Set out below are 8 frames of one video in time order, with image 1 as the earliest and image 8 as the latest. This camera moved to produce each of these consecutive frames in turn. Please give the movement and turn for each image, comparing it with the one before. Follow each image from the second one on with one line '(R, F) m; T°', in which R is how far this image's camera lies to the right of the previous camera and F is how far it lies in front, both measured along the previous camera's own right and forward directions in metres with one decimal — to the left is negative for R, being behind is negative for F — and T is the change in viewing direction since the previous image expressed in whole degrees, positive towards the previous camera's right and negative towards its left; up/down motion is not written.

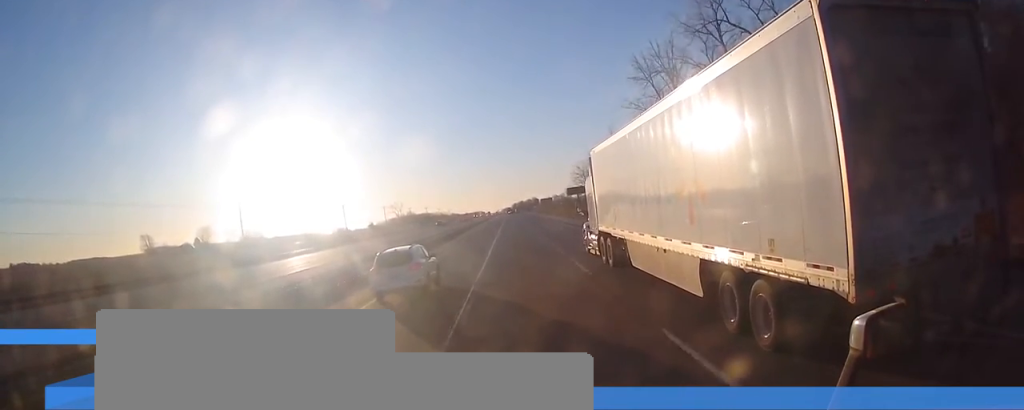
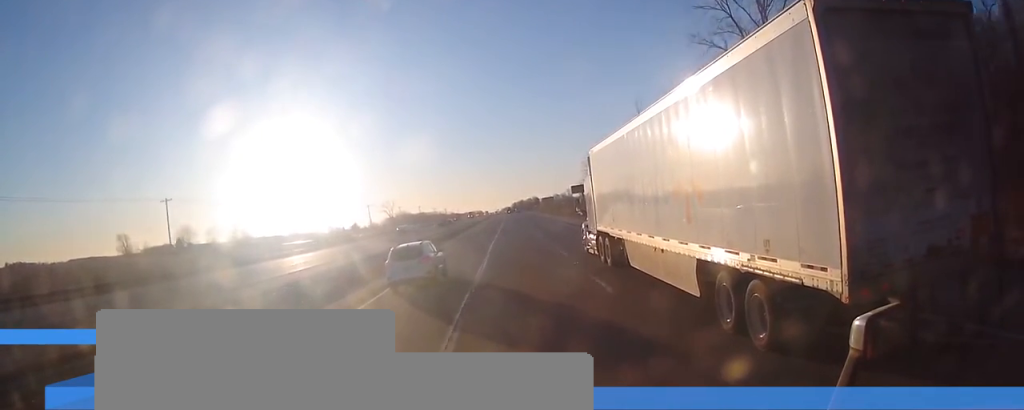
(0.0, +28.0) m; 0°
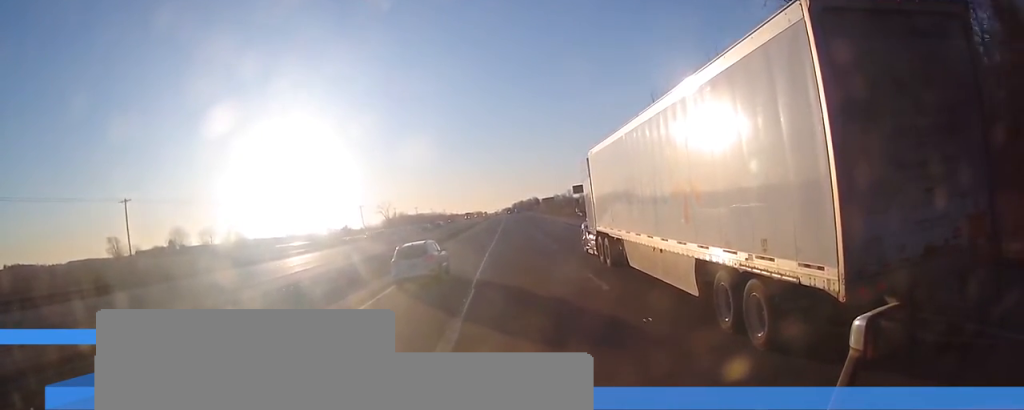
(0.0, +11.6) m; 0°
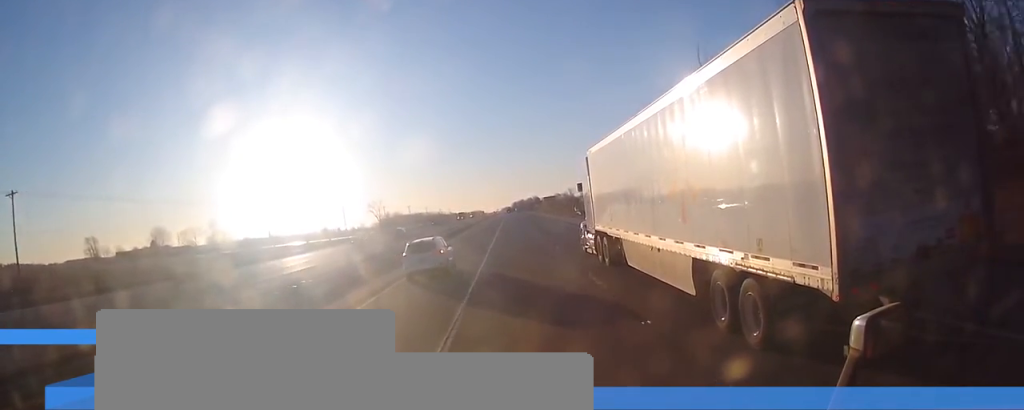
(+0.1, +24.5) m; 0°
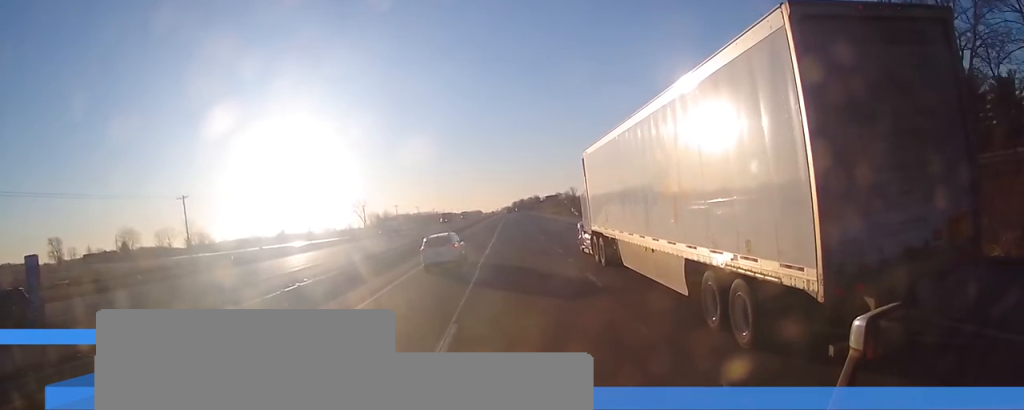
(-0.3, +35.4) m; 0°
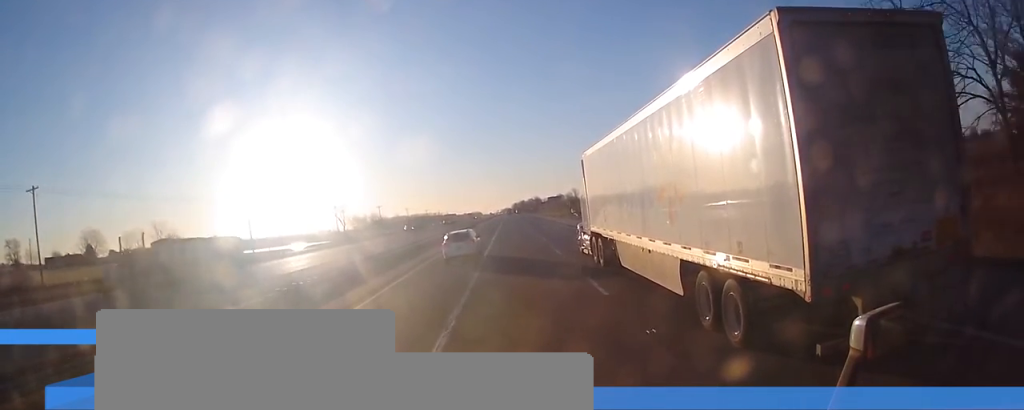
(+0.4, +37.5) m; +1°
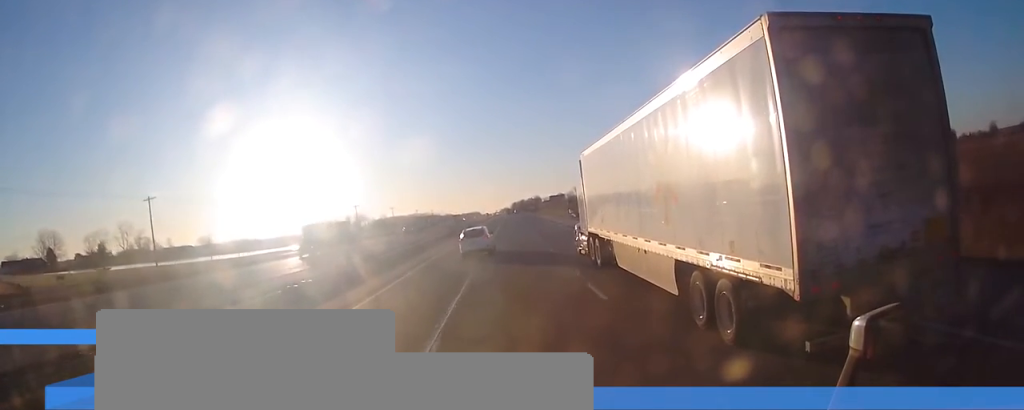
(-0.3, +36.0) m; 0°
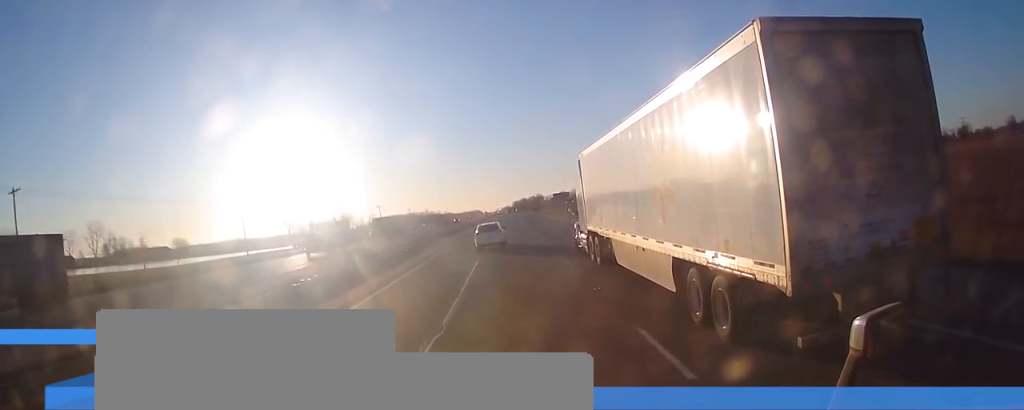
(+0.1, +31.3) m; -1°
